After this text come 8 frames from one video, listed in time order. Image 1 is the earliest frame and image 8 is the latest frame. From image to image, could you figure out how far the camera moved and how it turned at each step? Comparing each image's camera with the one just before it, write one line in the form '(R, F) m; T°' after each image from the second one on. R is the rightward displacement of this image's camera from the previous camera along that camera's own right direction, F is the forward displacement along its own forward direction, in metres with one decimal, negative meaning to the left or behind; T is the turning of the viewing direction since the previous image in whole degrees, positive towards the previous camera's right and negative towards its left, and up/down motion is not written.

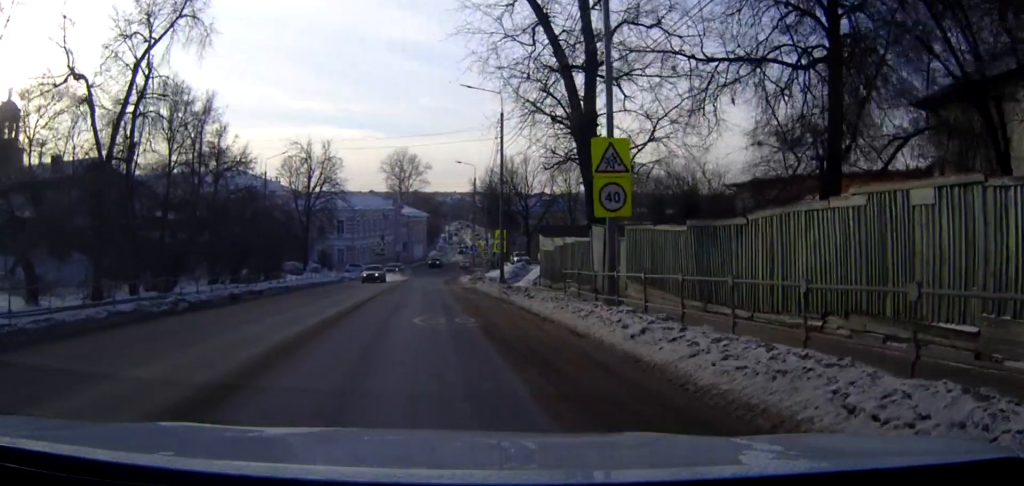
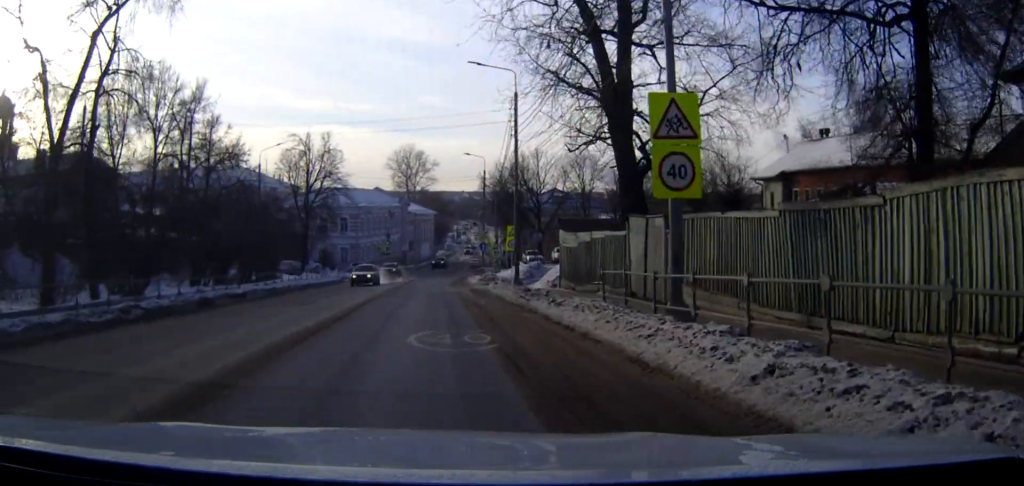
(0.0, +4.4) m; 0°
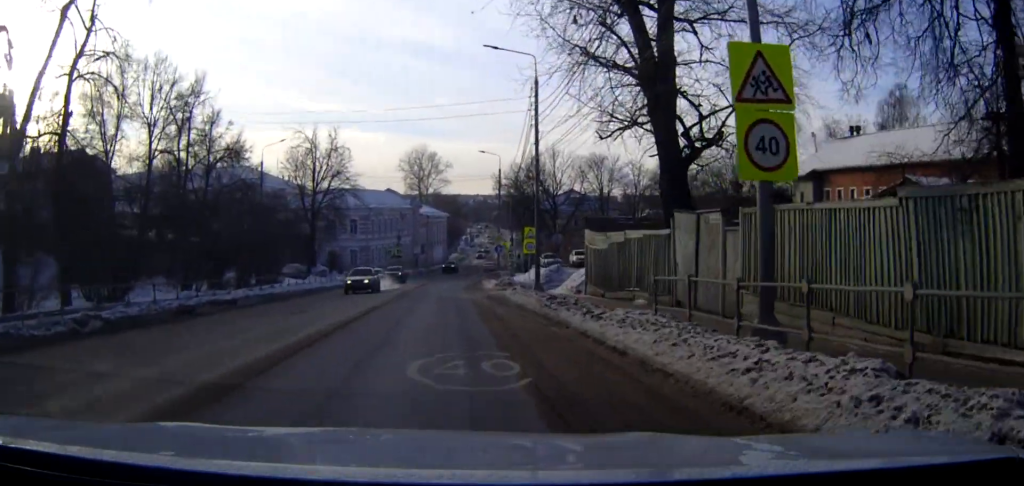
(0.0, +3.2) m; 0°
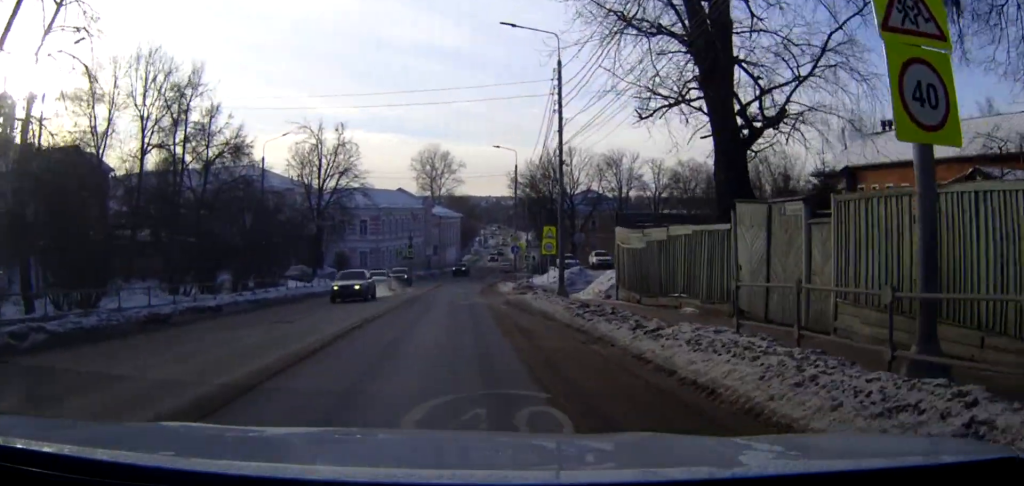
(0.0, +3.4) m; 0°
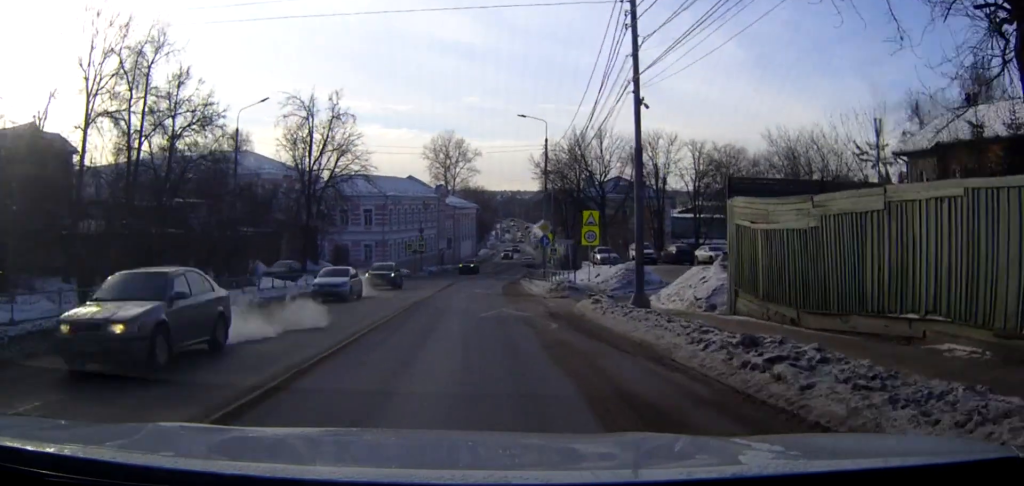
(-0.1, +10.1) m; -1°
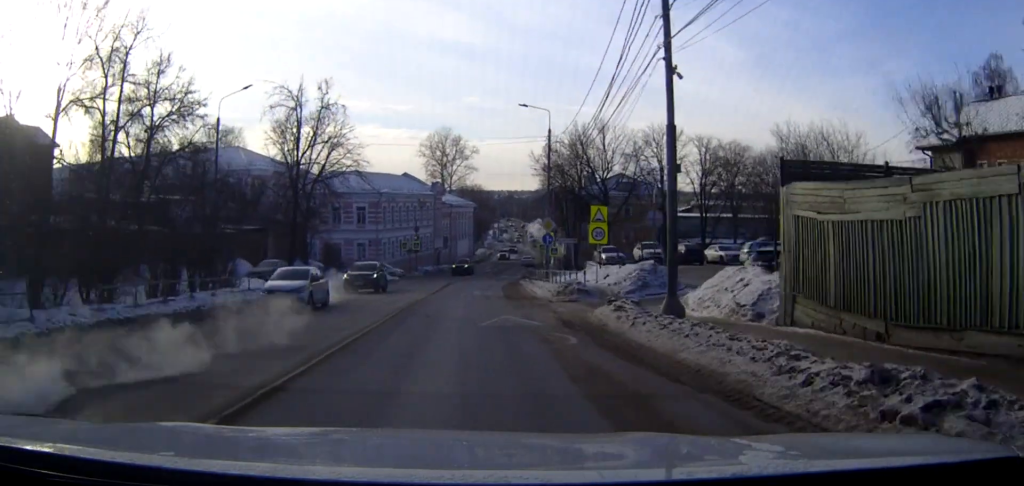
(0.0, +3.1) m; 0°
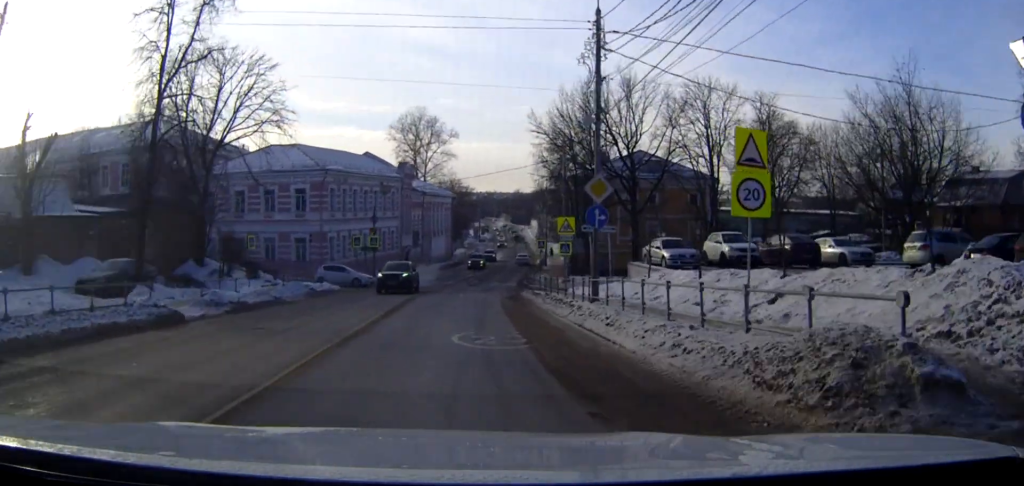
(+0.2, +20.6) m; +1°
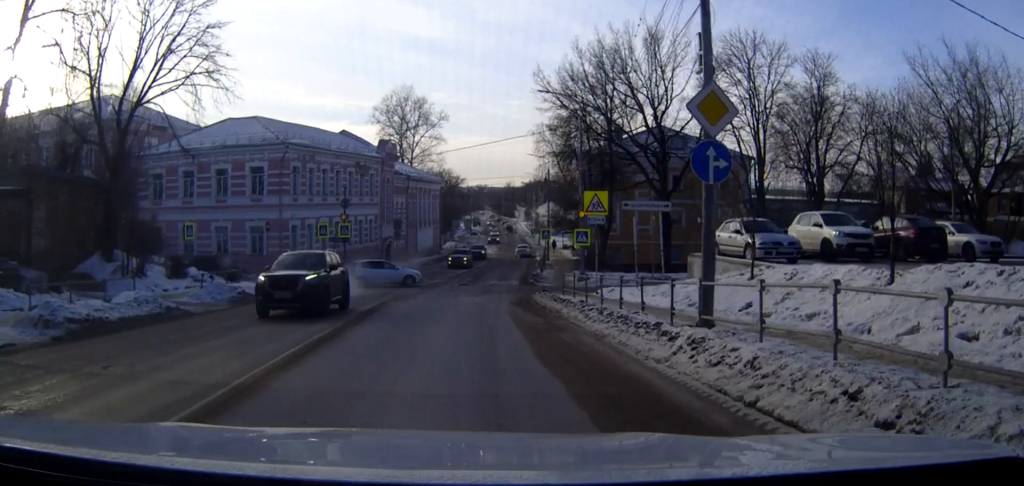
(+0.1, +10.6) m; +1°
